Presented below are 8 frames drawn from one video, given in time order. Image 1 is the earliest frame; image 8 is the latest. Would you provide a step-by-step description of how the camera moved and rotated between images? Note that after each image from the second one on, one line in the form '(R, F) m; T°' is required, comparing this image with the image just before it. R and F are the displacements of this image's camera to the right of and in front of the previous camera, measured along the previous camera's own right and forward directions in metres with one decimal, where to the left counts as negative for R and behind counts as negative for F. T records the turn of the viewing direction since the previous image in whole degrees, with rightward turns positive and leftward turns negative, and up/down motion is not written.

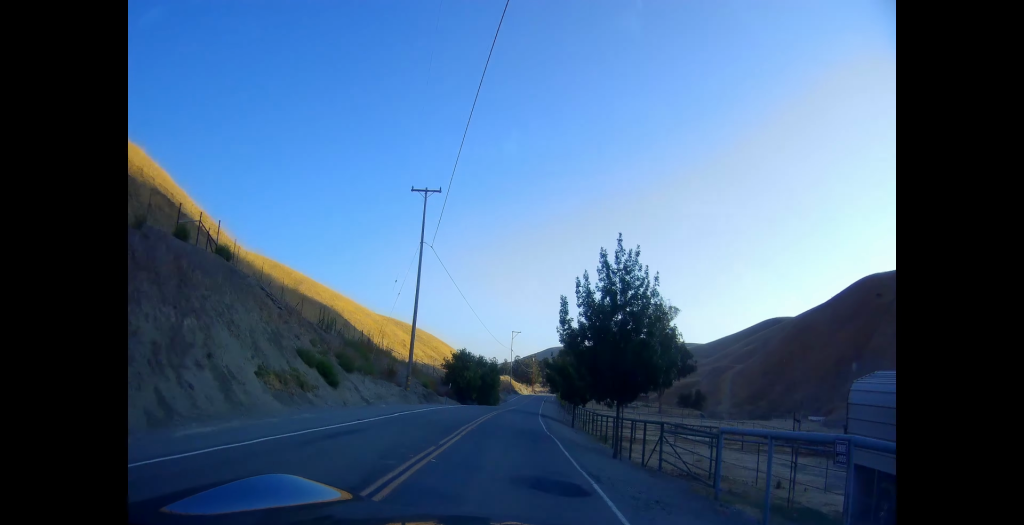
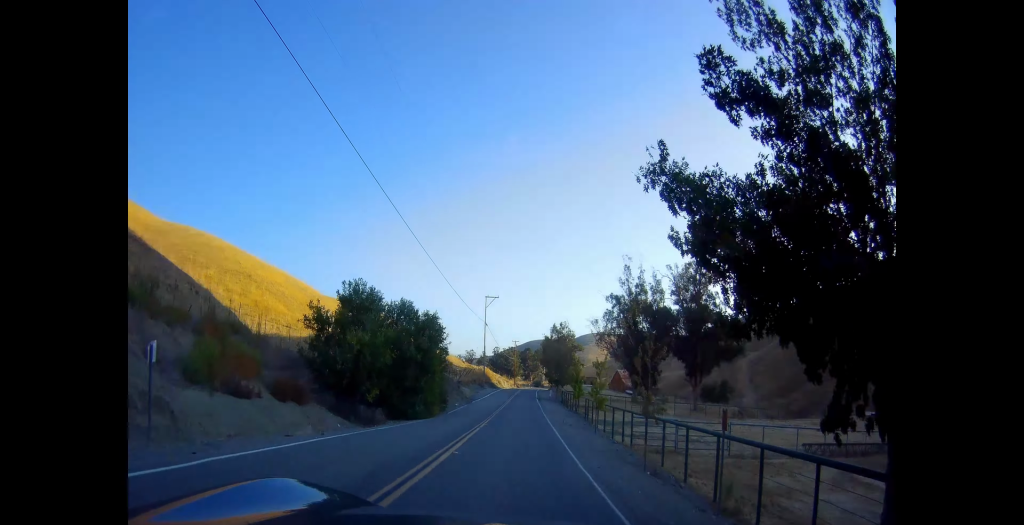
(-0.3, +36.3) m; +1°
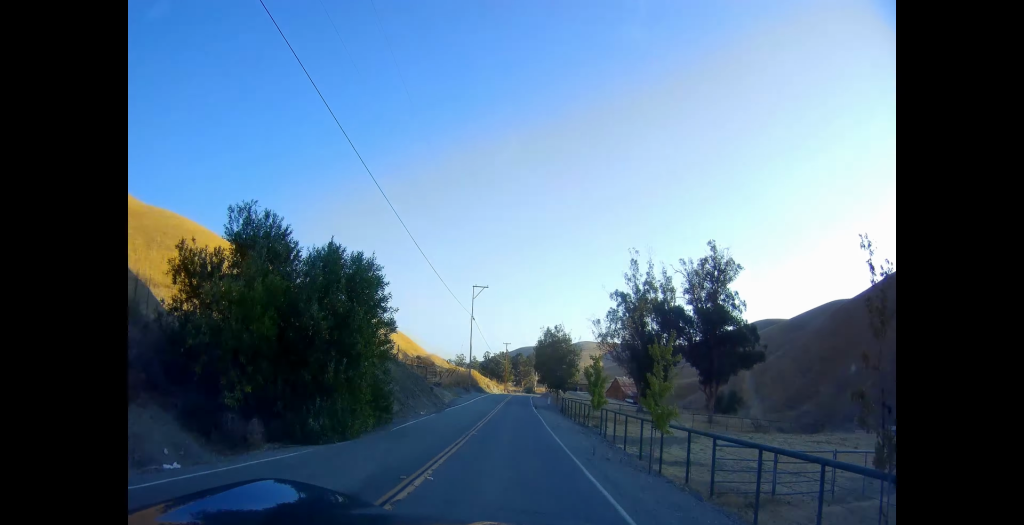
(+0.6, +10.9) m; +1°
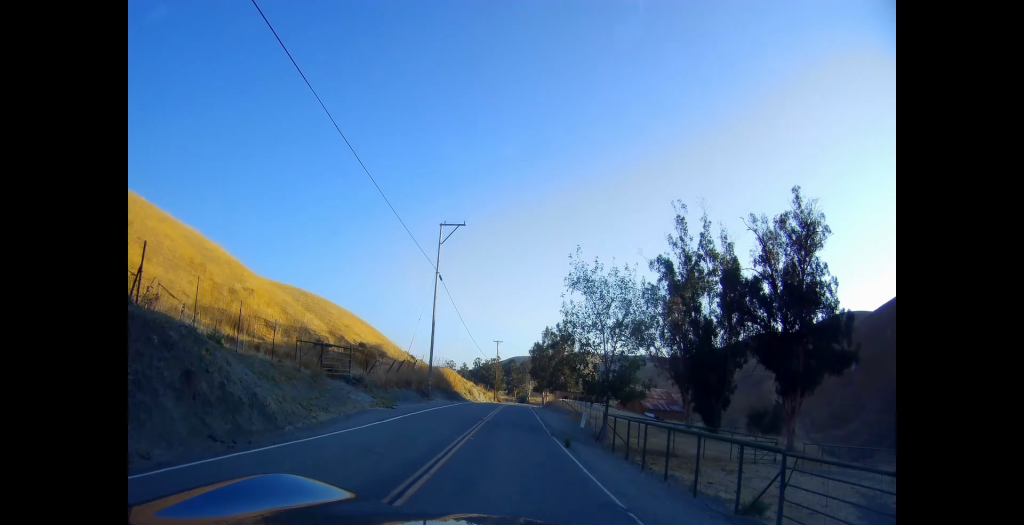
(+0.5, +27.3) m; +1°
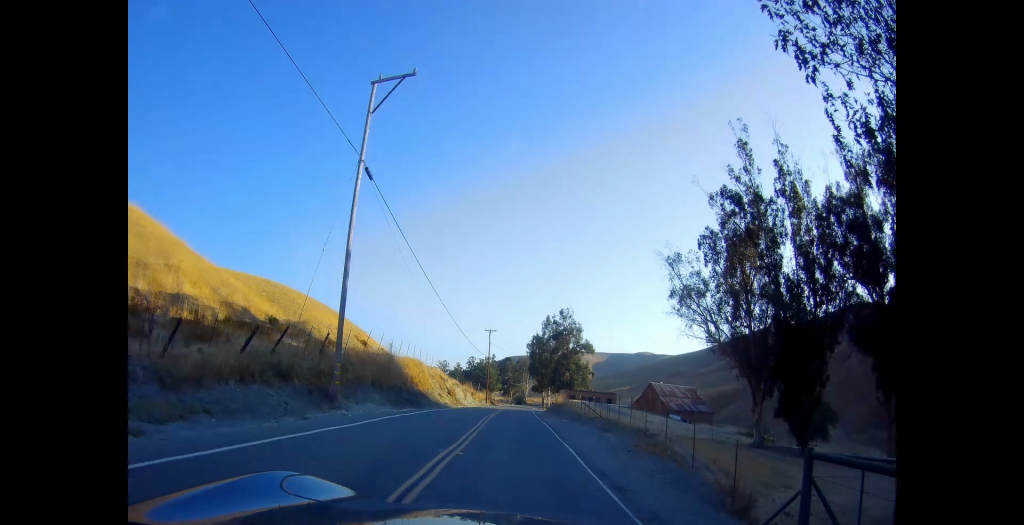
(+0.1, +20.0) m; +1°
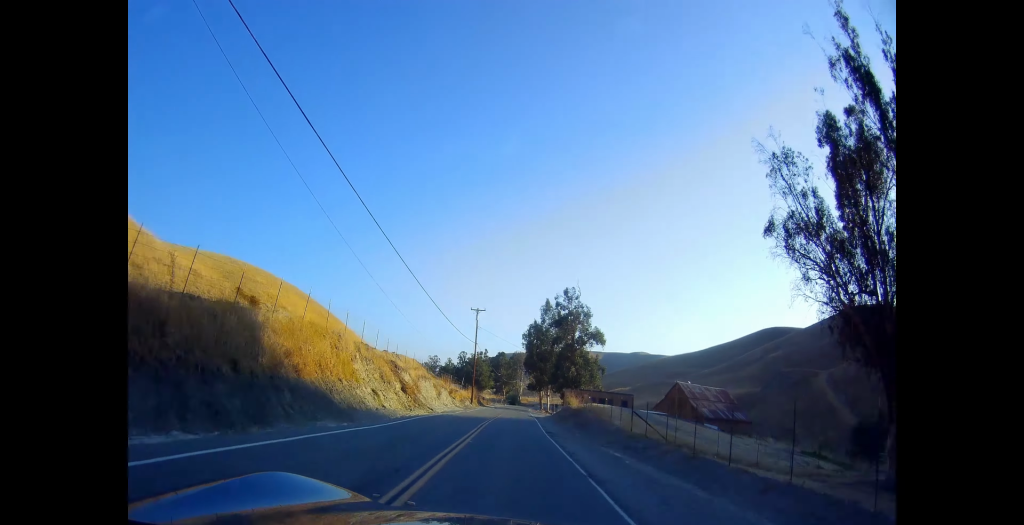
(+0.2, +20.1) m; +1°
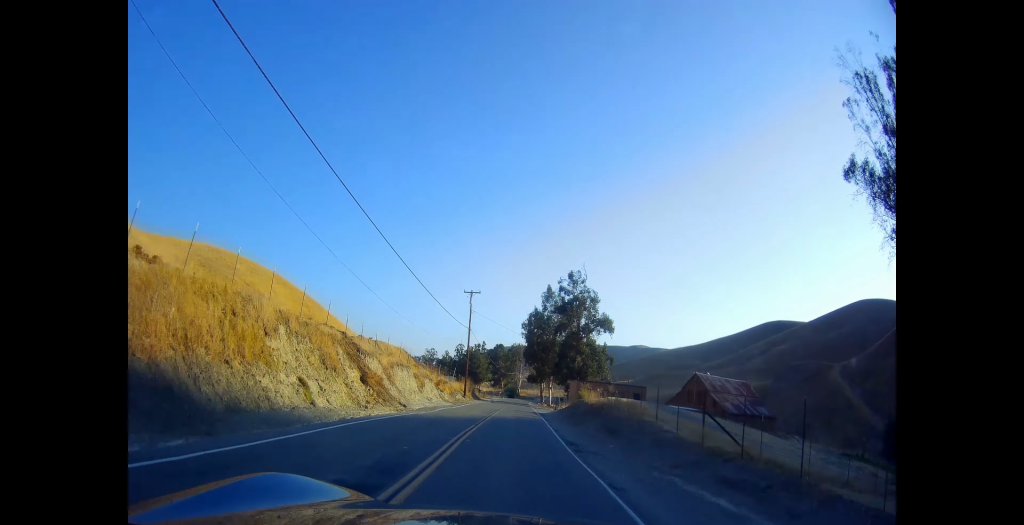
(-0.1, +9.1) m; 0°
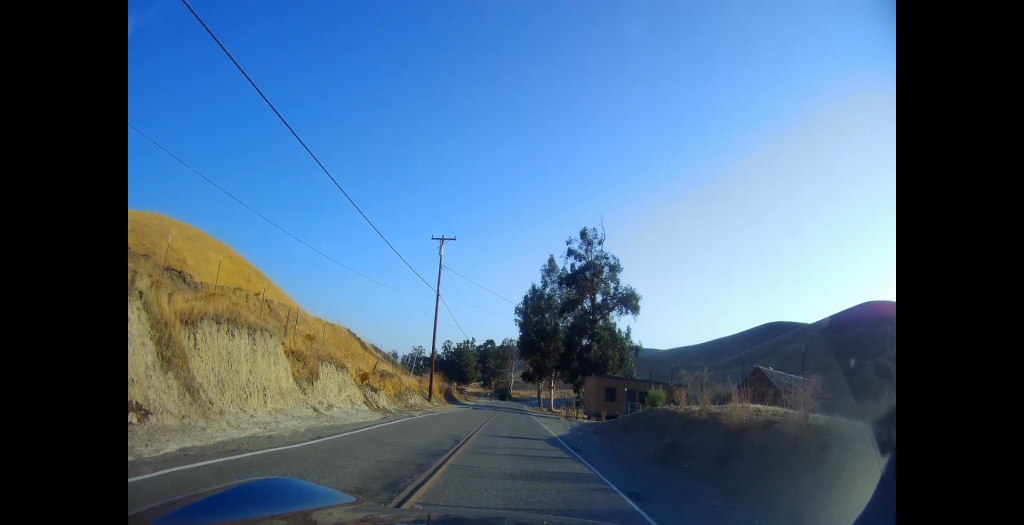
(+0.4, +22.2) m; +2°
